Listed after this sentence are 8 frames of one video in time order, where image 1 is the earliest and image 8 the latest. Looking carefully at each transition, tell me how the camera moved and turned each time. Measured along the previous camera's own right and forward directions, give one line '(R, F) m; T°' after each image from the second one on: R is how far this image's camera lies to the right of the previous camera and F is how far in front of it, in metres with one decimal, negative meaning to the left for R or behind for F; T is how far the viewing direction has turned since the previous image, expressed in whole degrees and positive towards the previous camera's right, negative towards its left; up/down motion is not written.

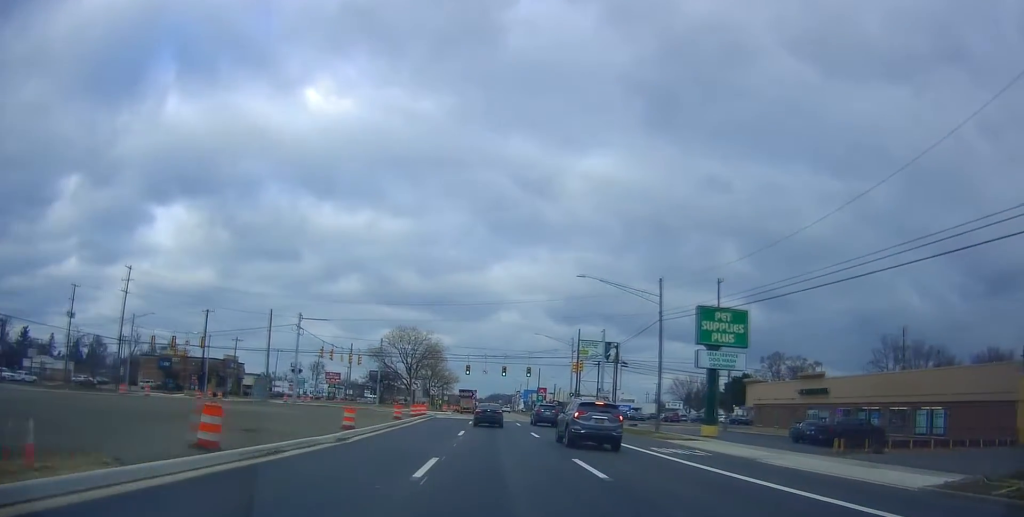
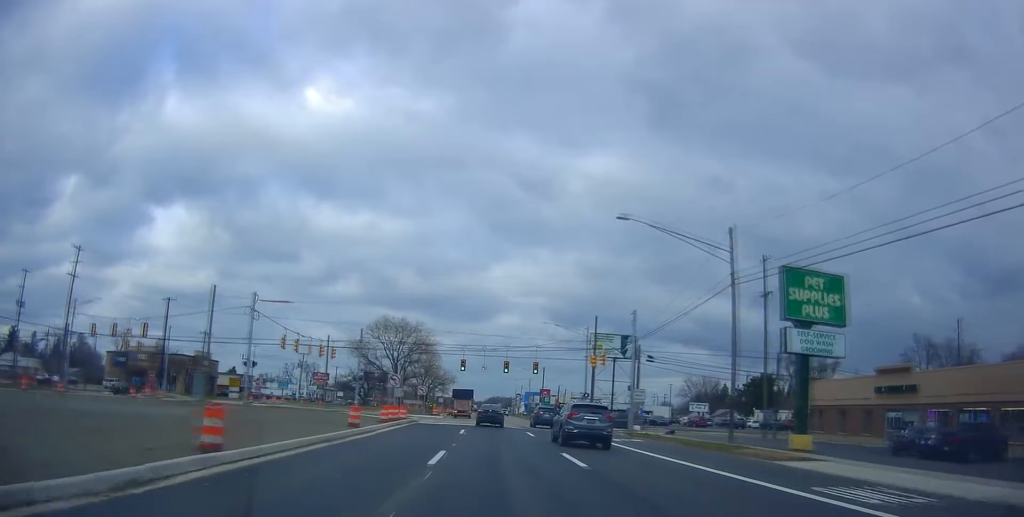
(-0.3, +12.6) m; 0°
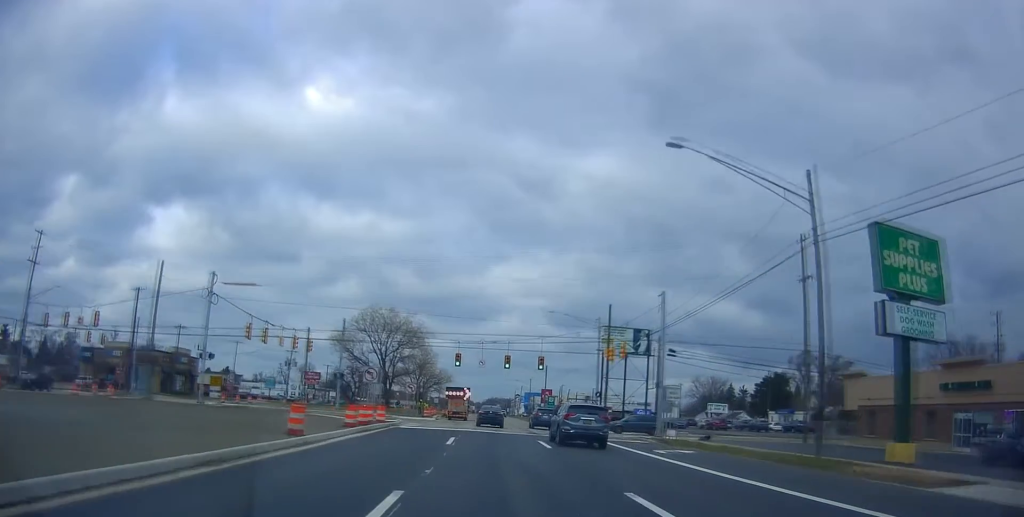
(+0.2, +8.4) m; +1°
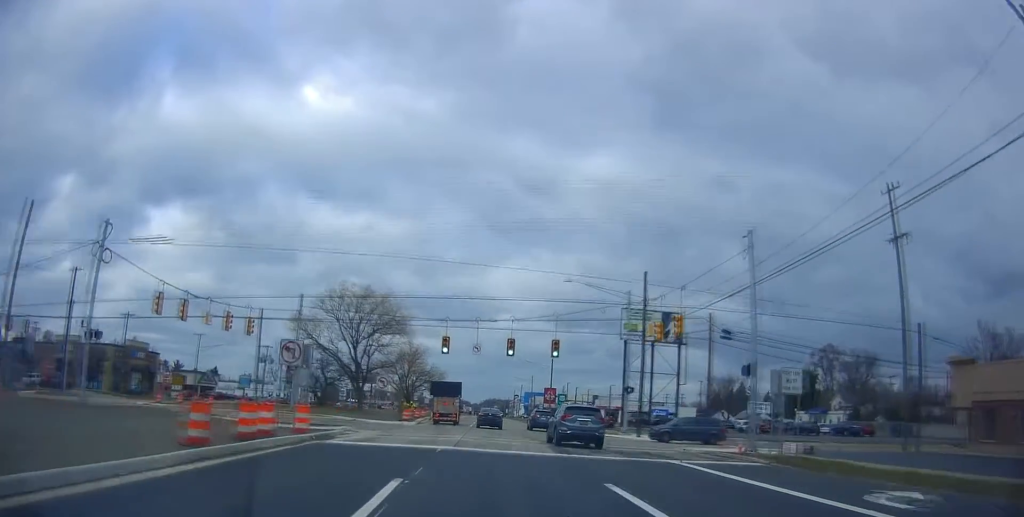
(+0.2, +14.2) m; 0°
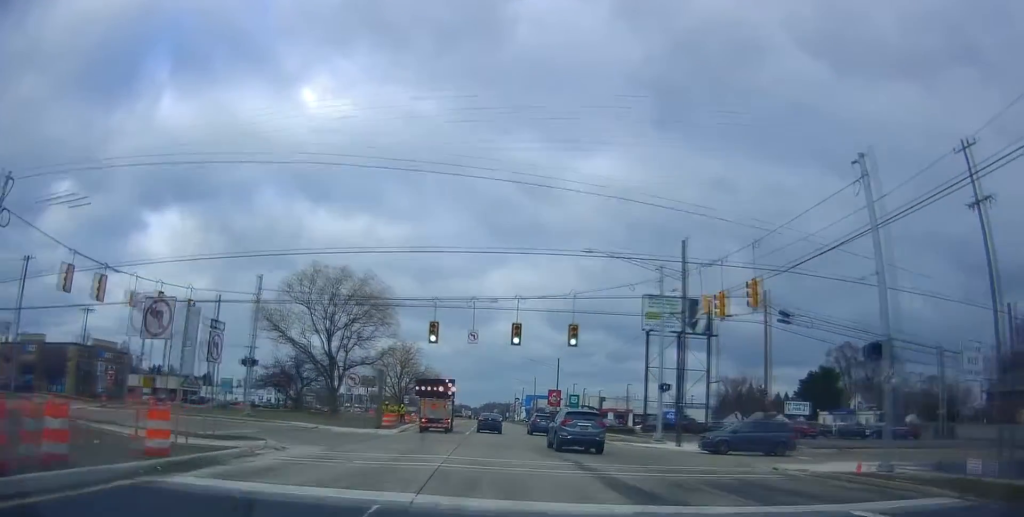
(+0.1, +9.3) m; -1°
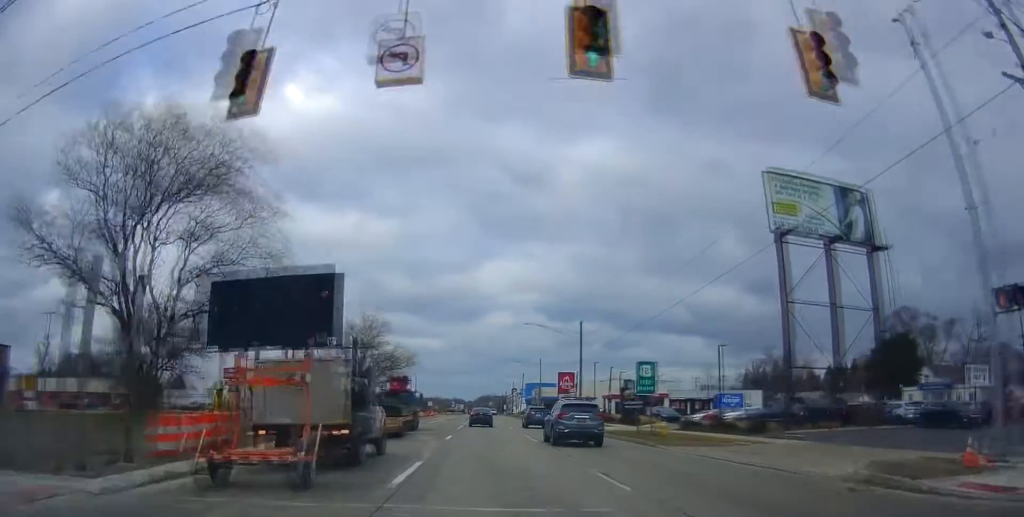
(-0.5, +28.0) m; 0°
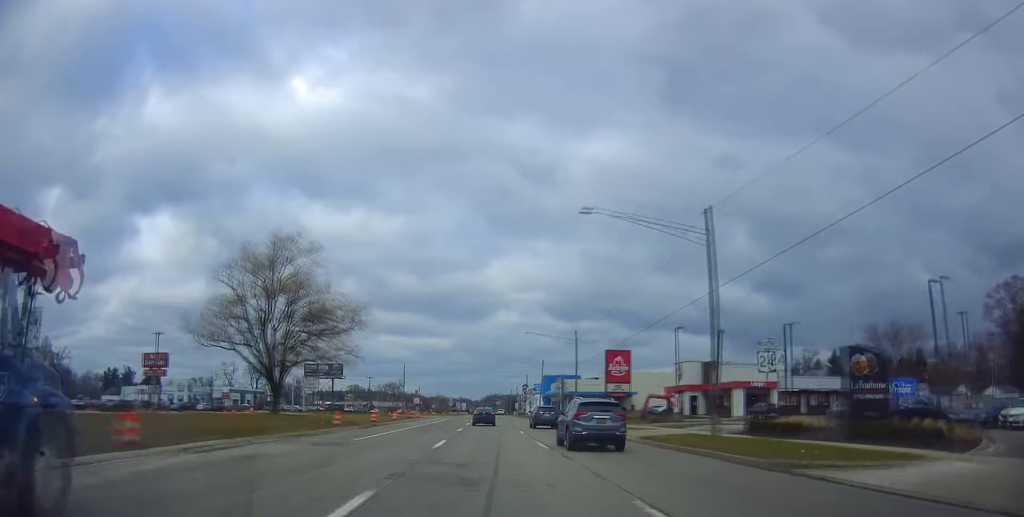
(-0.1, +35.6) m; +1°
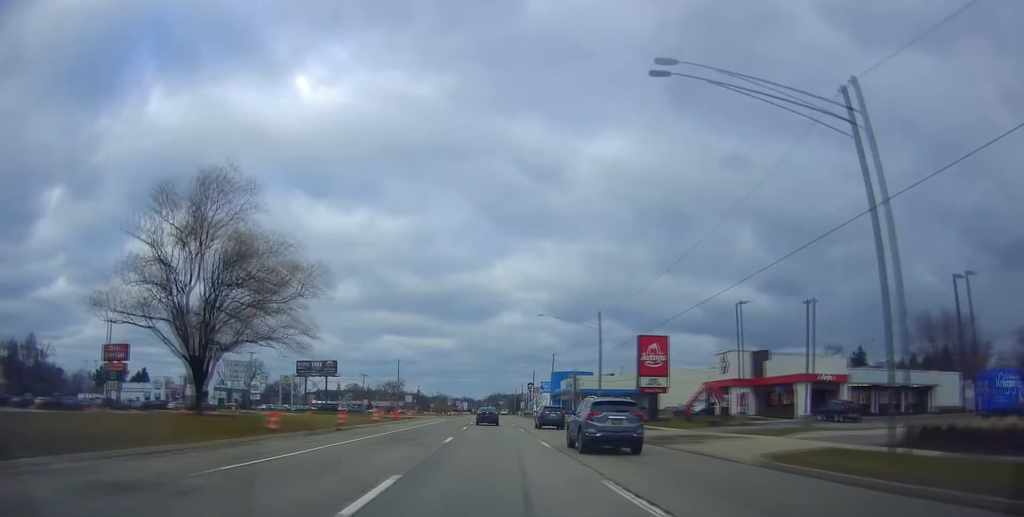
(+0.4, +12.7) m; +1°
